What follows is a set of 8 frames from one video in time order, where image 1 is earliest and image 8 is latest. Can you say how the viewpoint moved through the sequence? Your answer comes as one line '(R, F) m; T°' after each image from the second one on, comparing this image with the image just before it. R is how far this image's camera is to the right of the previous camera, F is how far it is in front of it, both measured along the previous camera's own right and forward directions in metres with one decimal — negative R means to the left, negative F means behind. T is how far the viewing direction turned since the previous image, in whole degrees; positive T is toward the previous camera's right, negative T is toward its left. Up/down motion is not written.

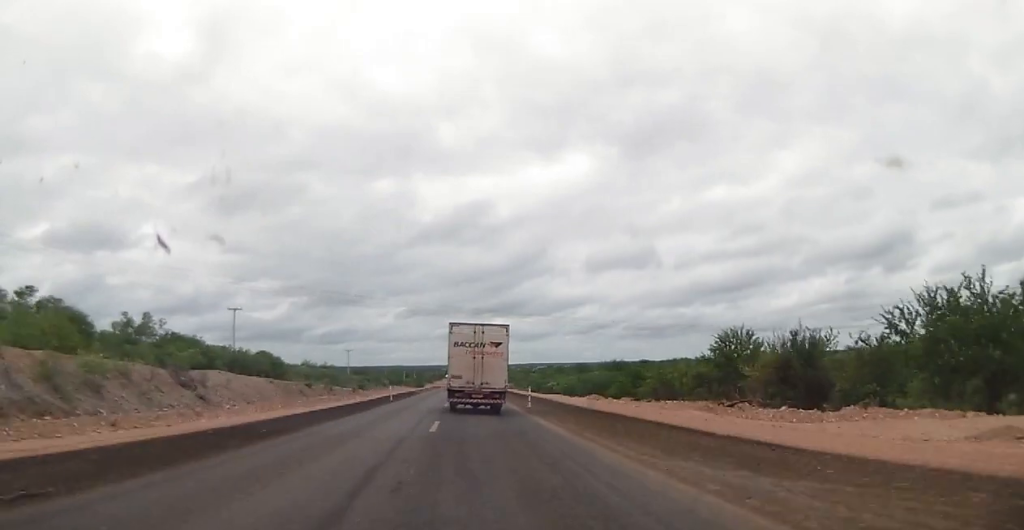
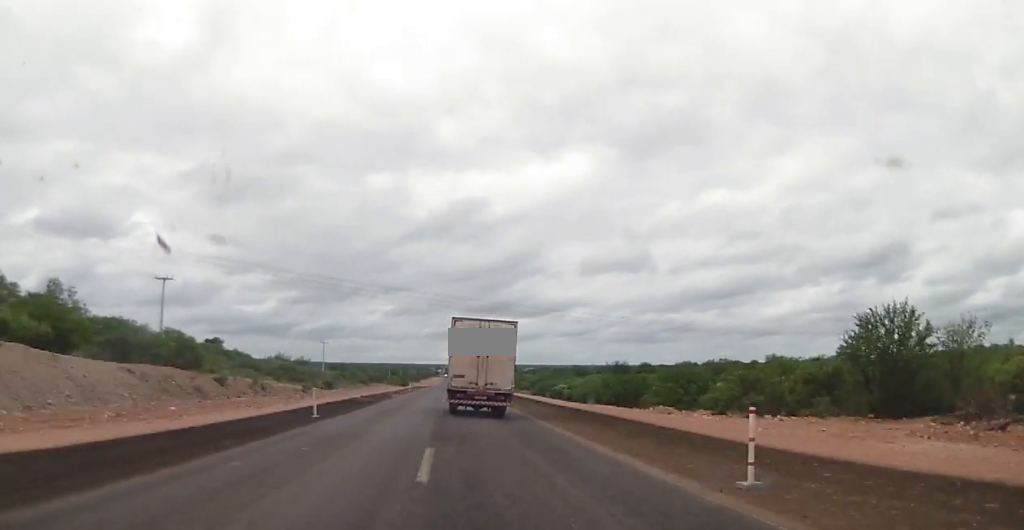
(+0.2, +25.1) m; +1°
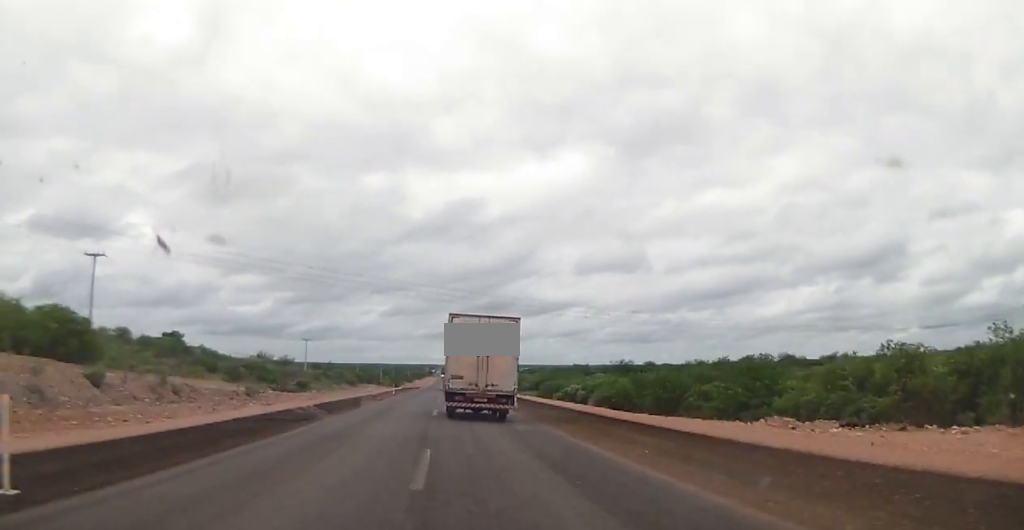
(+0.1, +16.9) m; 0°
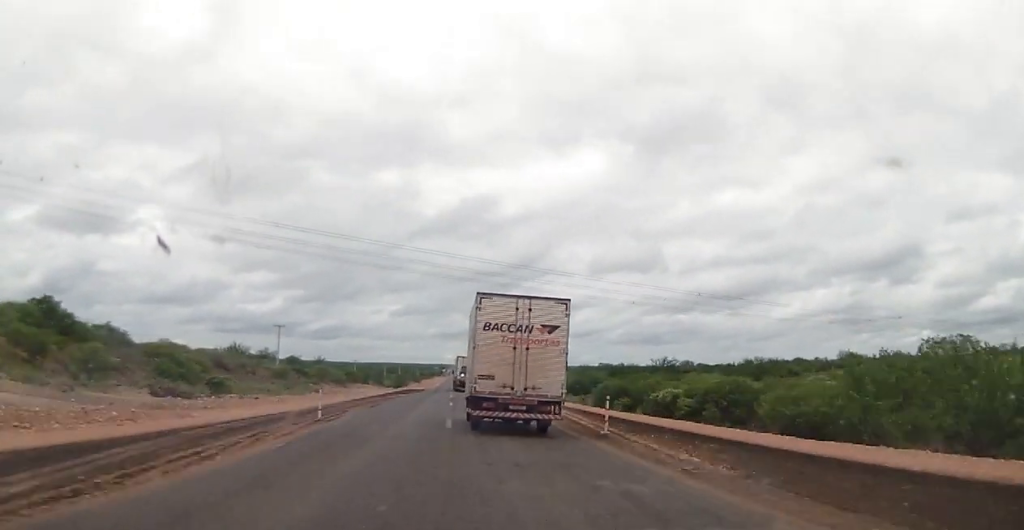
(-0.2, +39.8) m; -1°
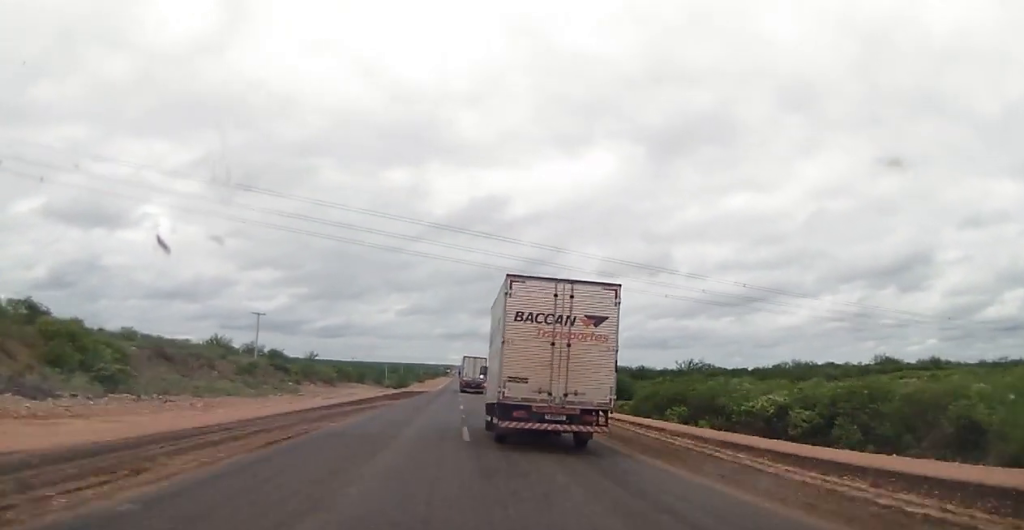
(-0.1, +19.6) m; 0°
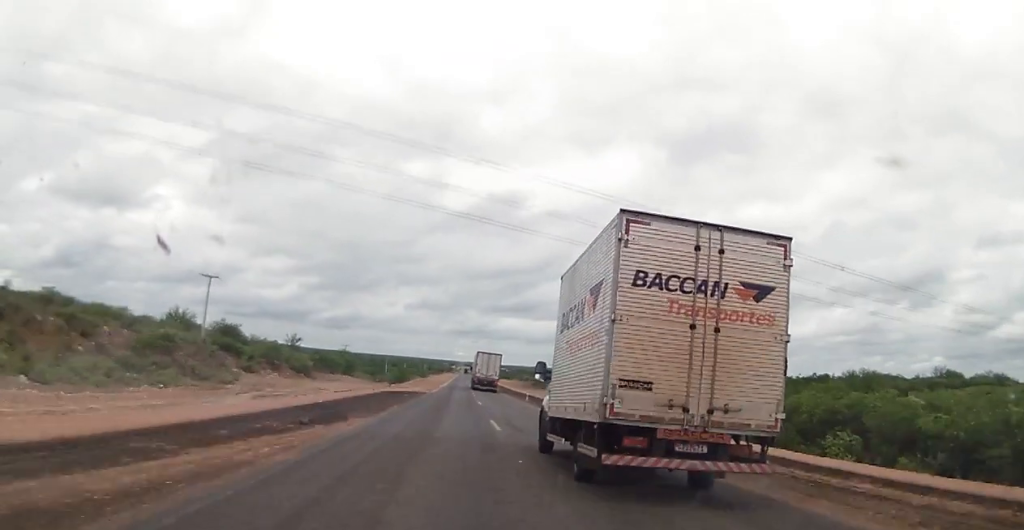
(-0.1, +29.8) m; +1°
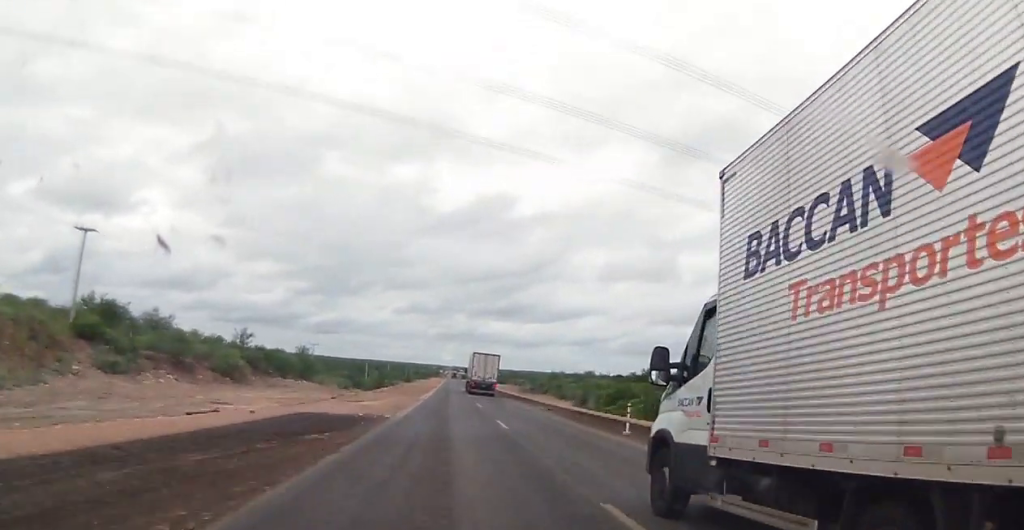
(+0.5, +31.4) m; +1°
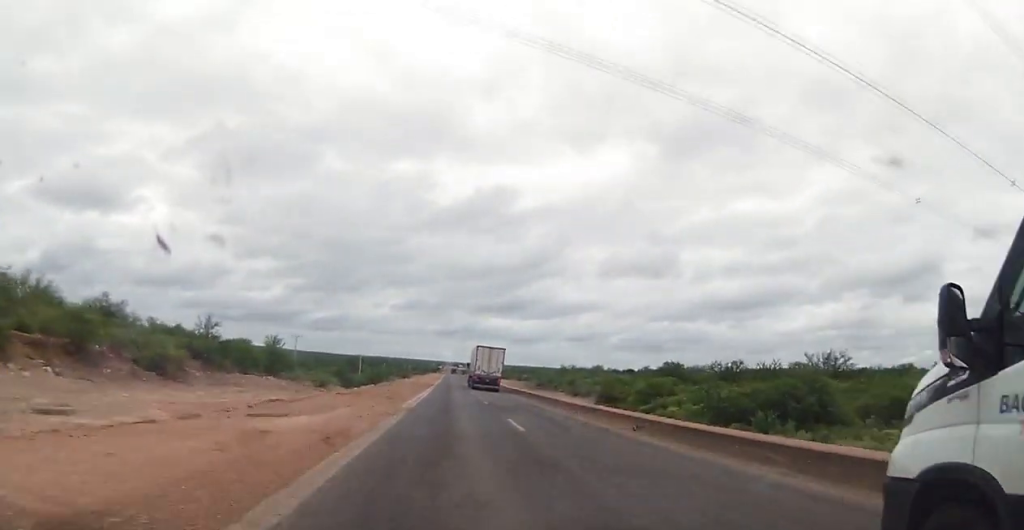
(-0.2, +19.1) m; 0°
